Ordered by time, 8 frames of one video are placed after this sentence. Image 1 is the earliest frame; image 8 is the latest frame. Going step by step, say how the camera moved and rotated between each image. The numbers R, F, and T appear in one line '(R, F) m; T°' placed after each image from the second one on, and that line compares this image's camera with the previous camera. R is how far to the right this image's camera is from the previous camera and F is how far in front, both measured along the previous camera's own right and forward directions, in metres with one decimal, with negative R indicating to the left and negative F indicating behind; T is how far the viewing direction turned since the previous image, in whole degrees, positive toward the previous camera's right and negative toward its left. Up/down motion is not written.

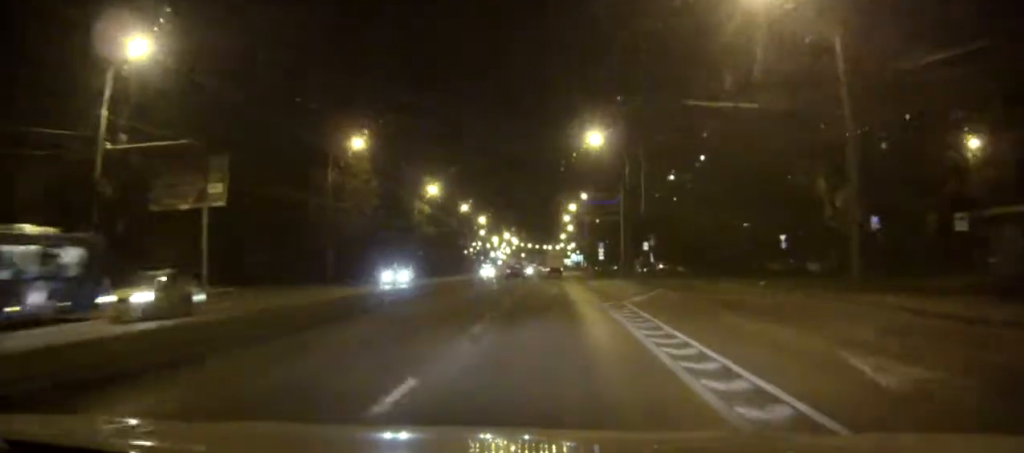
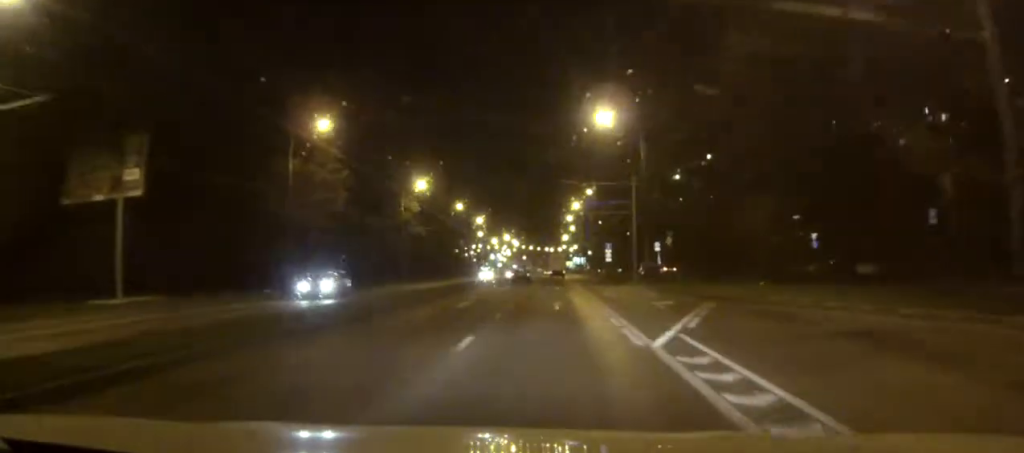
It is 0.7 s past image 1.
(0.0, +10.9) m; 0°
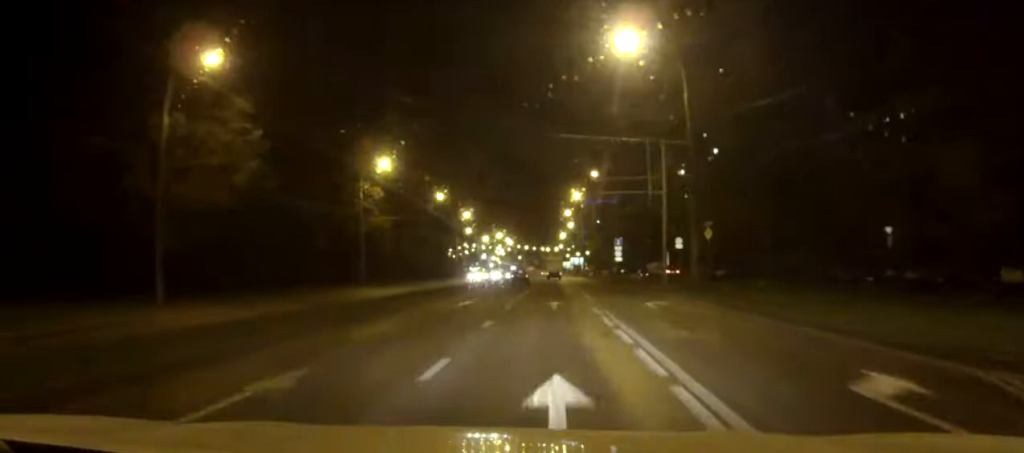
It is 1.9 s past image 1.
(+0.1, +19.8) m; 0°
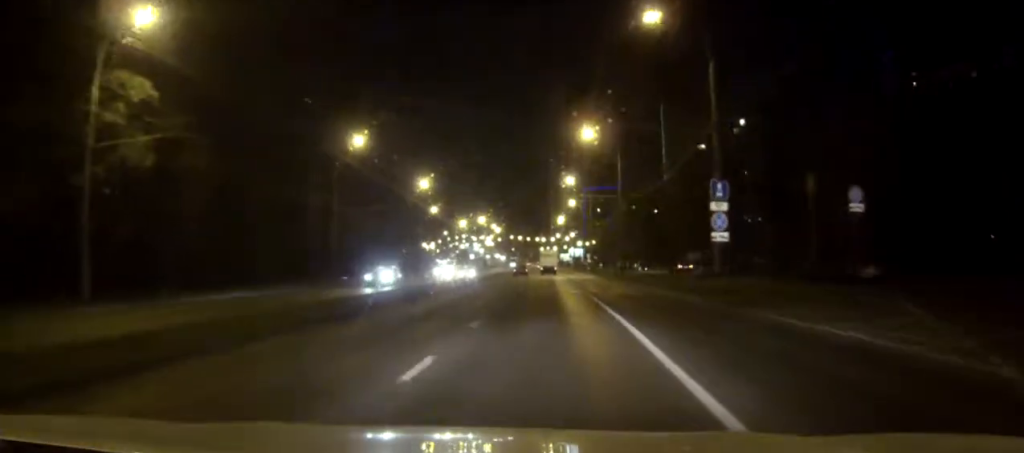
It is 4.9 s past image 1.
(-0.2, +47.9) m; 0°
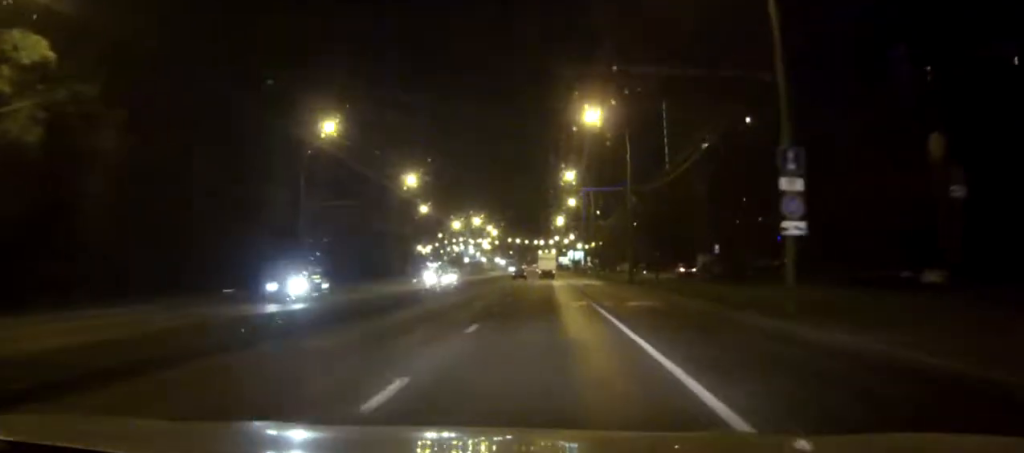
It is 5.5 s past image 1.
(0.0, +9.1) m; 0°
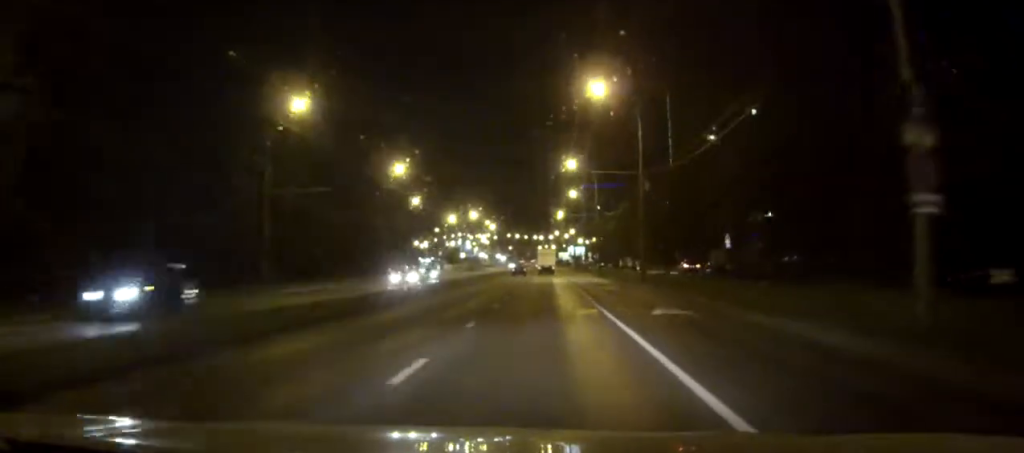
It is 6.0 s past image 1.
(0.0, +7.5) m; 0°
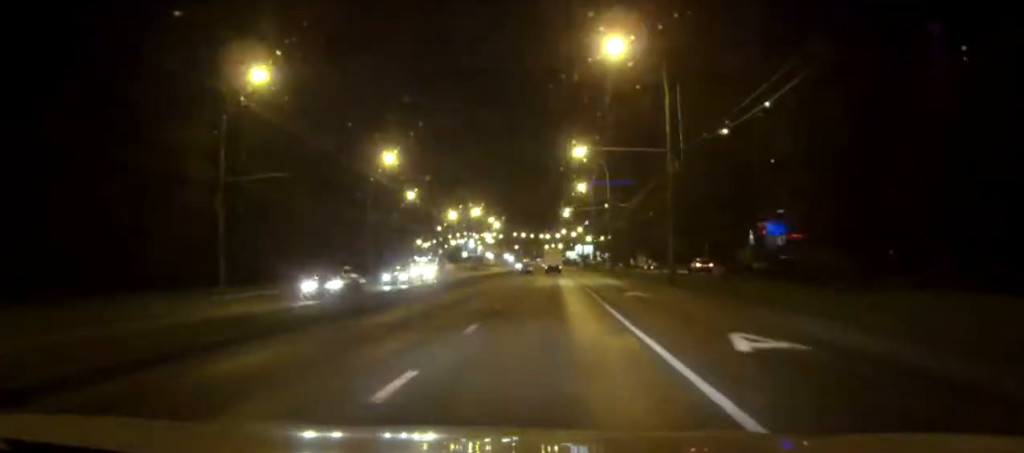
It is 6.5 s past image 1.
(-0.1, +9.2) m; 0°
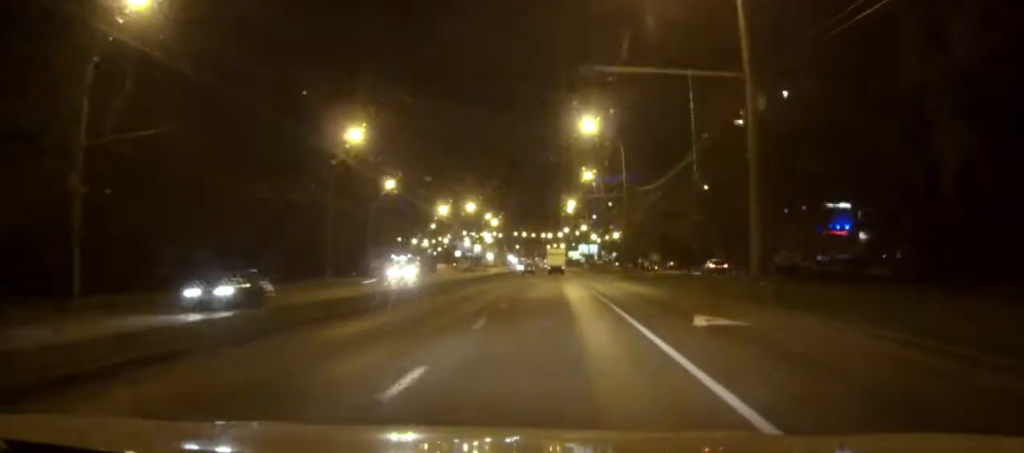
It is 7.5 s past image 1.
(0.0, +15.8) m; 0°
